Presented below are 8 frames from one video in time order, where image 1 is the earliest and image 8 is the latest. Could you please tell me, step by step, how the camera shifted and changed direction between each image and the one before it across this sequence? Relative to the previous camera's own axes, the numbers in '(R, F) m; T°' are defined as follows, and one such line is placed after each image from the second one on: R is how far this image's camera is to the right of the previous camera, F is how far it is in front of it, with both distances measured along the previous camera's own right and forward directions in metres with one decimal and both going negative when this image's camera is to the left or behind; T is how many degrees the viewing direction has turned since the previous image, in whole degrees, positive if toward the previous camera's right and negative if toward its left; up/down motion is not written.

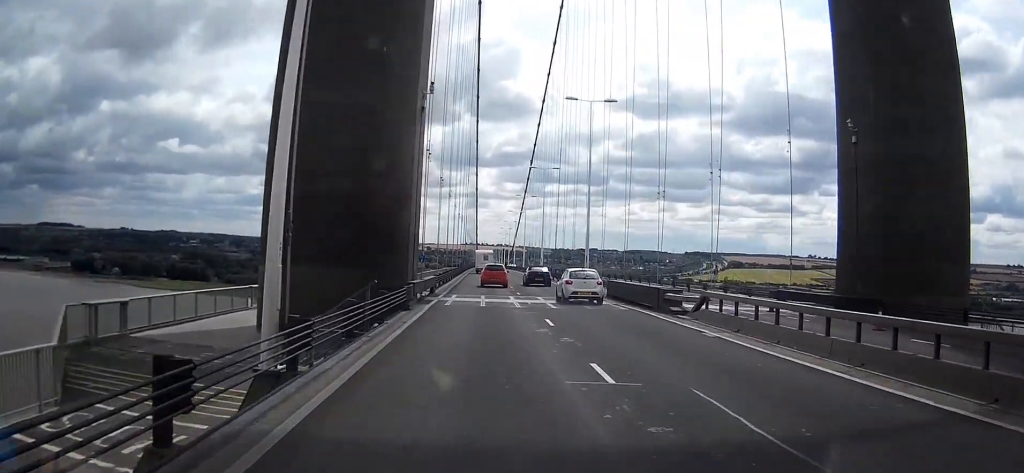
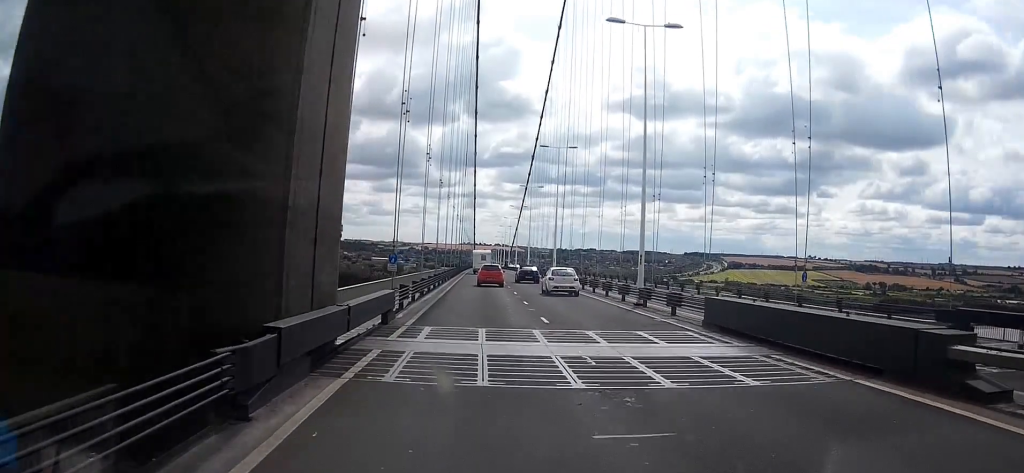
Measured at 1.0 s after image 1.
(0.0, +16.7) m; 0°
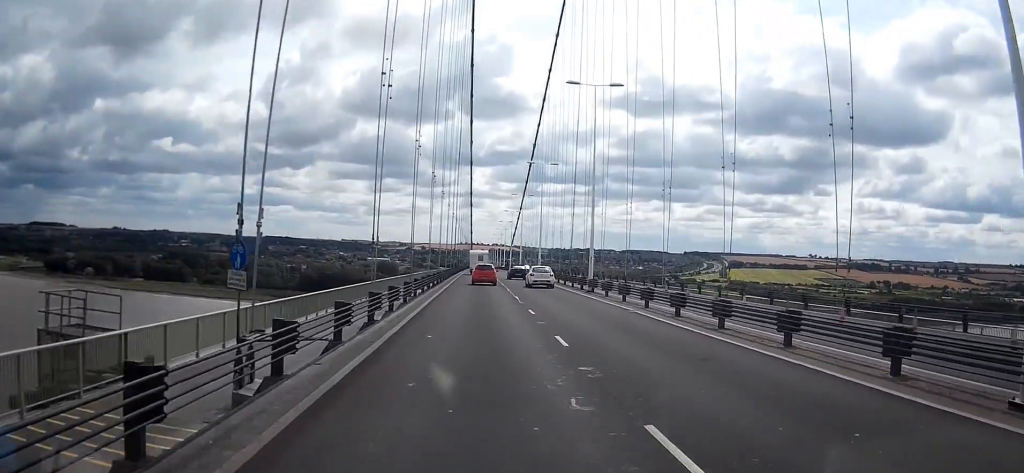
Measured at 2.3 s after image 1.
(+0.1, +24.1) m; 0°
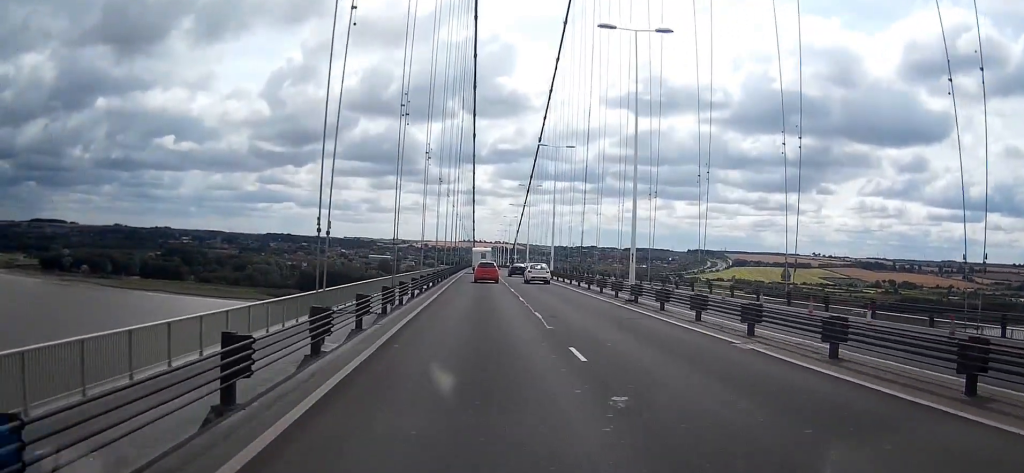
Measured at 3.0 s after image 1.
(0.0, +11.1) m; 0°
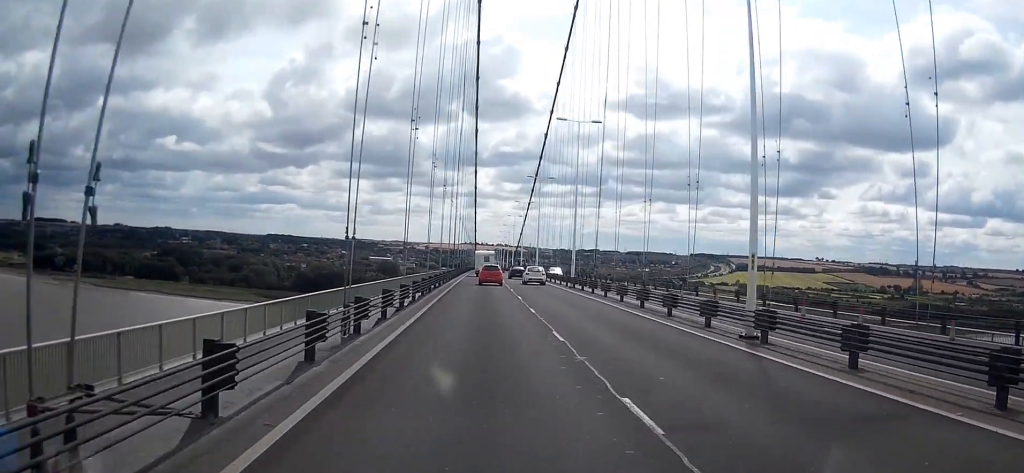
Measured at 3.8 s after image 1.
(0.0, +14.2) m; 0°
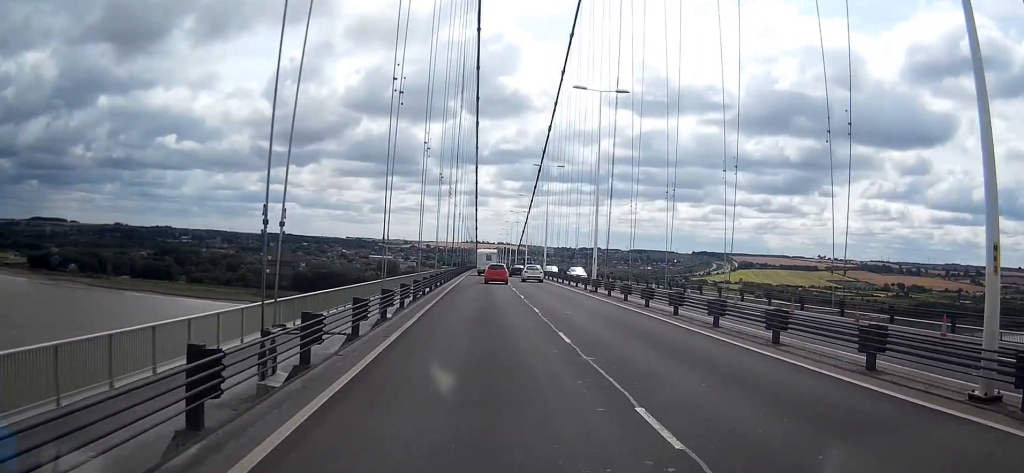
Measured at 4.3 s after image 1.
(0.0, +9.7) m; 0°
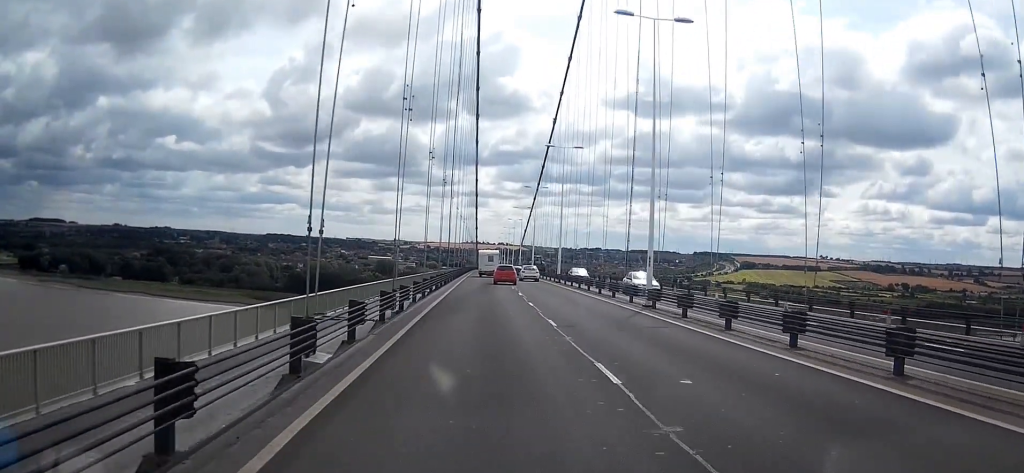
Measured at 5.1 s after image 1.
(-0.1, +14.3) m; 0°
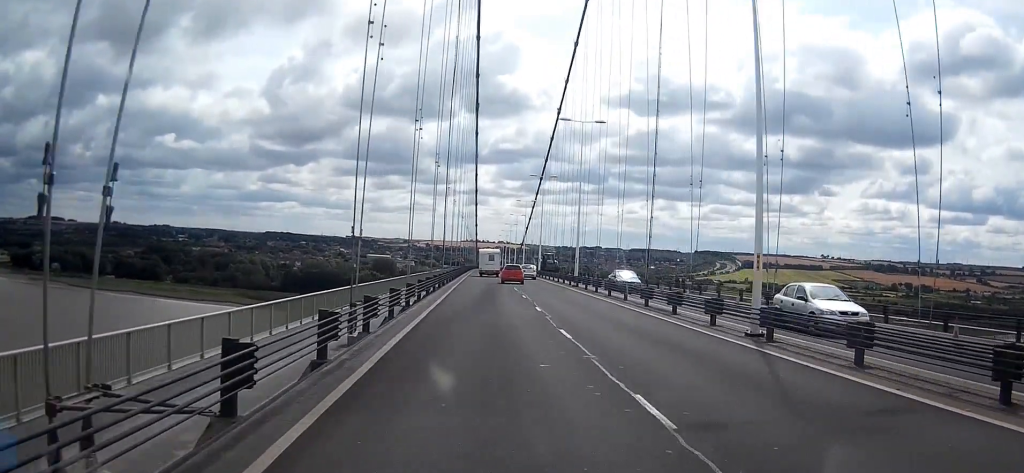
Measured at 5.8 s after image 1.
(0.0, +12.1) m; 0°
